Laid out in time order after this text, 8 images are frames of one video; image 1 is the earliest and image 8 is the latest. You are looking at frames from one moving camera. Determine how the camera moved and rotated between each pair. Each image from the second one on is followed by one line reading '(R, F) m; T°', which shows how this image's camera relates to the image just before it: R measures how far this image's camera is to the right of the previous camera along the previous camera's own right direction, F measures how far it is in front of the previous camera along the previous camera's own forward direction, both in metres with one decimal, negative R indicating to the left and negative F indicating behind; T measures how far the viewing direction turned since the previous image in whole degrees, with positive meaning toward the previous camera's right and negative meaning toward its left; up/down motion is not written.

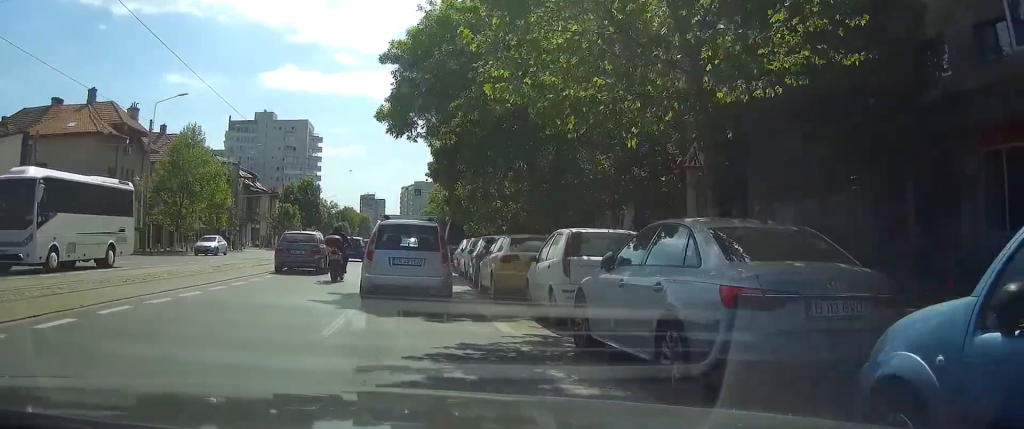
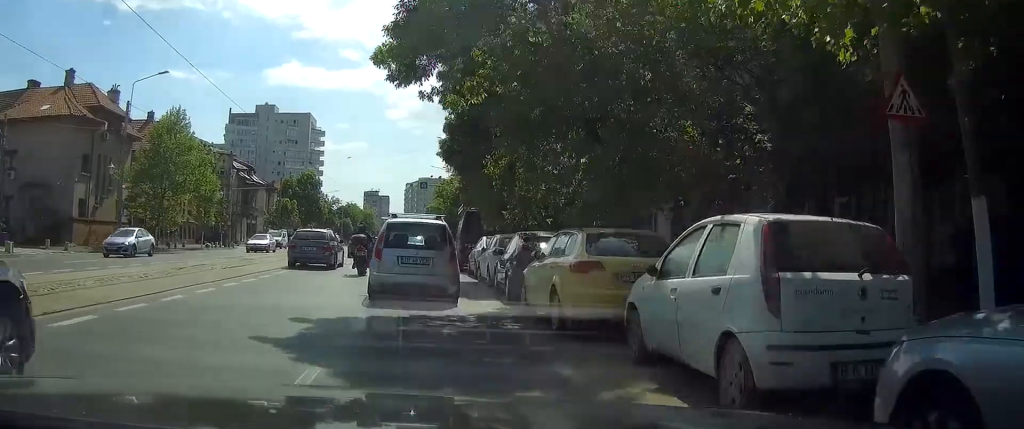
(-0.1, +5.7) m; 0°
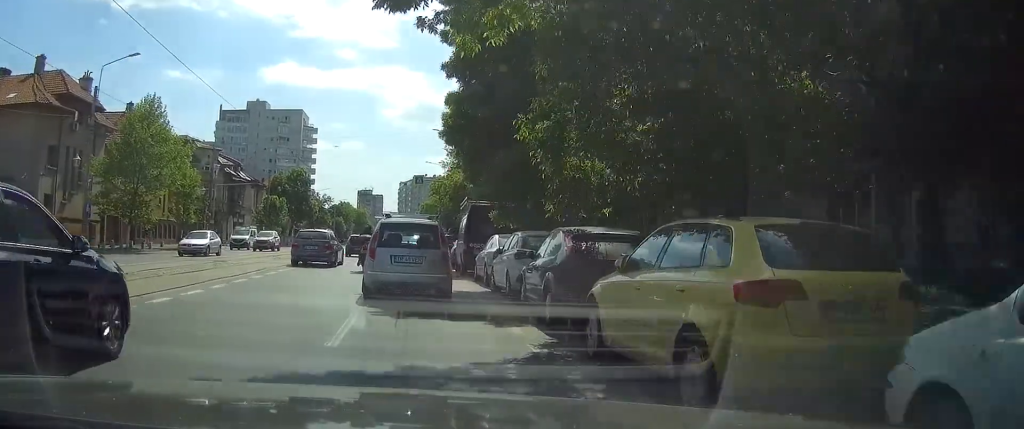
(0.0, +4.7) m; 0°
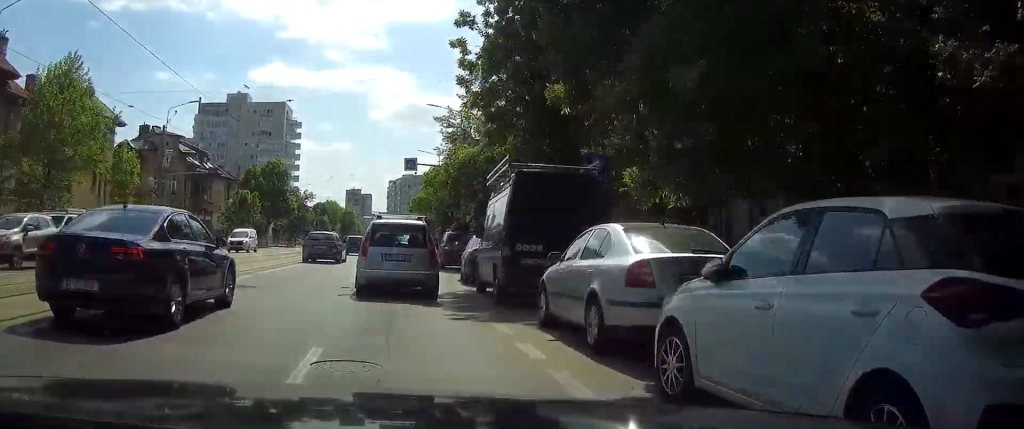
(0.0, +12.3) m; 0°
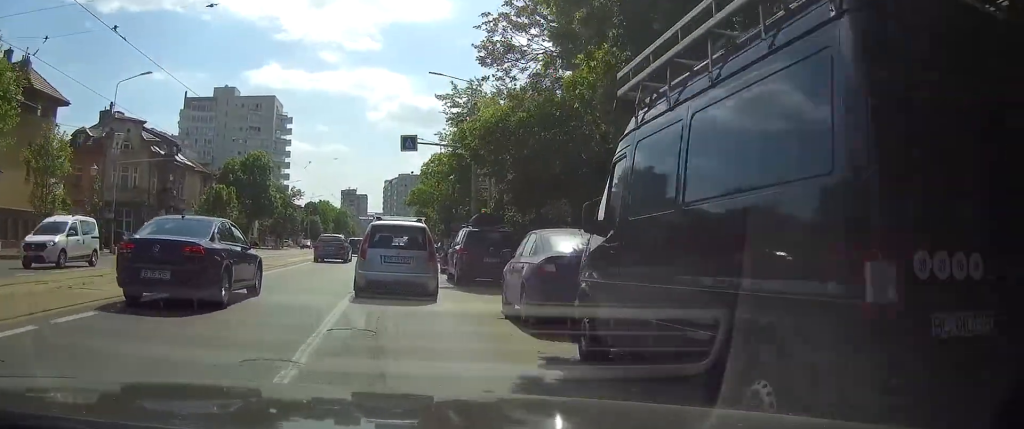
(0.0, +10.2) m; -1°
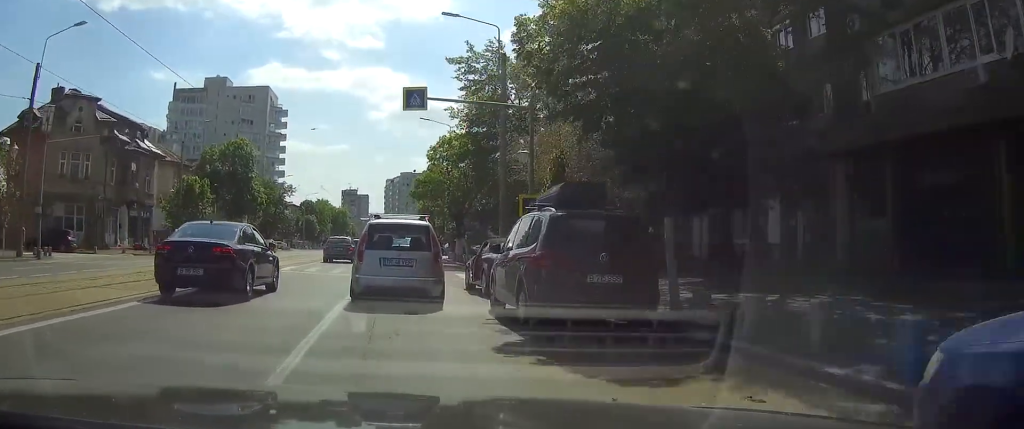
(-0.1, +11.1) m; 0°
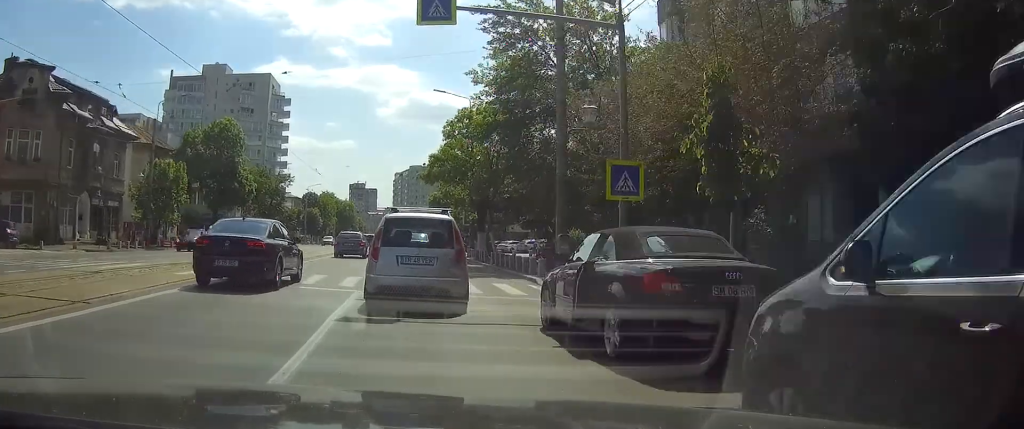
(+0.1, +10.1) m; +1°
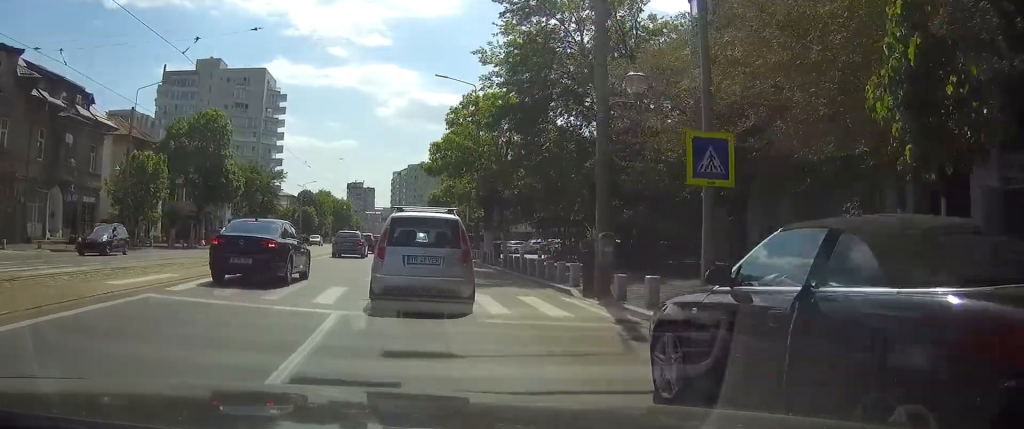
(0.0, +4.8) m; 0°
